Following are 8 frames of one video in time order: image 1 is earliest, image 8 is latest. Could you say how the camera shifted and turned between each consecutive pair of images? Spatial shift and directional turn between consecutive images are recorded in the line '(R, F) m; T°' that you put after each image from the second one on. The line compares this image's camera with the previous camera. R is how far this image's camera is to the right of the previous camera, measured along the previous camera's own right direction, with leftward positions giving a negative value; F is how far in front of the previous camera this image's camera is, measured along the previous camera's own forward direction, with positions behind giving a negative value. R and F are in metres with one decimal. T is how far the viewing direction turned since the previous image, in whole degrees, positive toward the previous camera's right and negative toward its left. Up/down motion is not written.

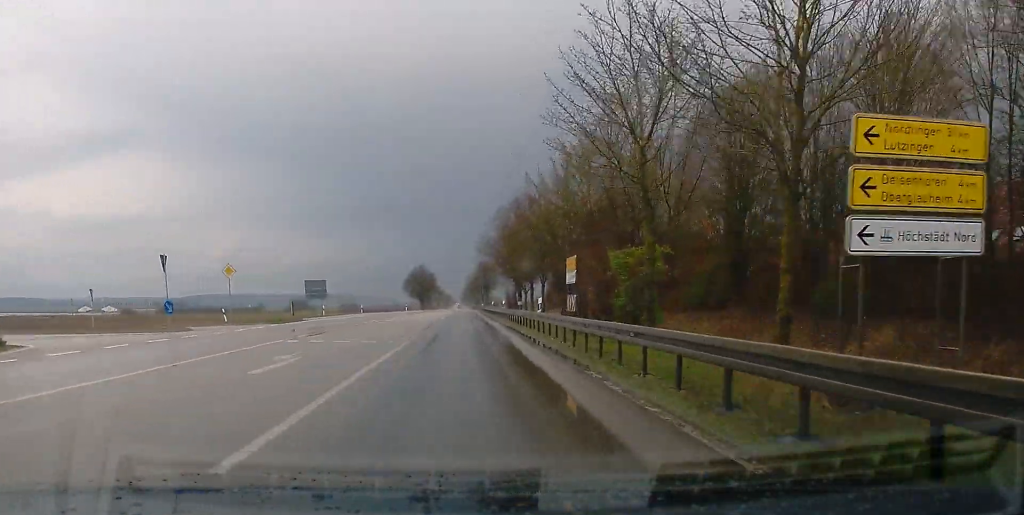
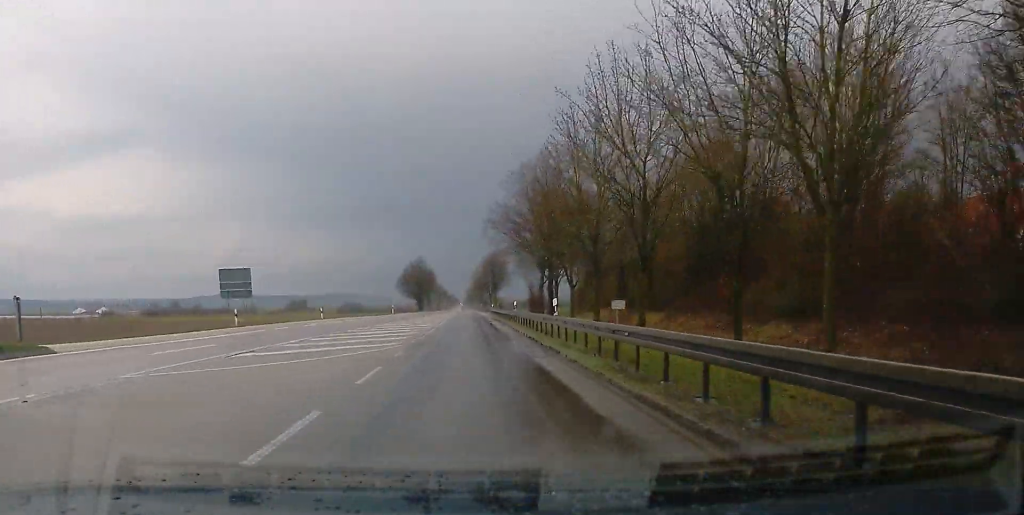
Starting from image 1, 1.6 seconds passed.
(0.0, +32.7) m; 0°
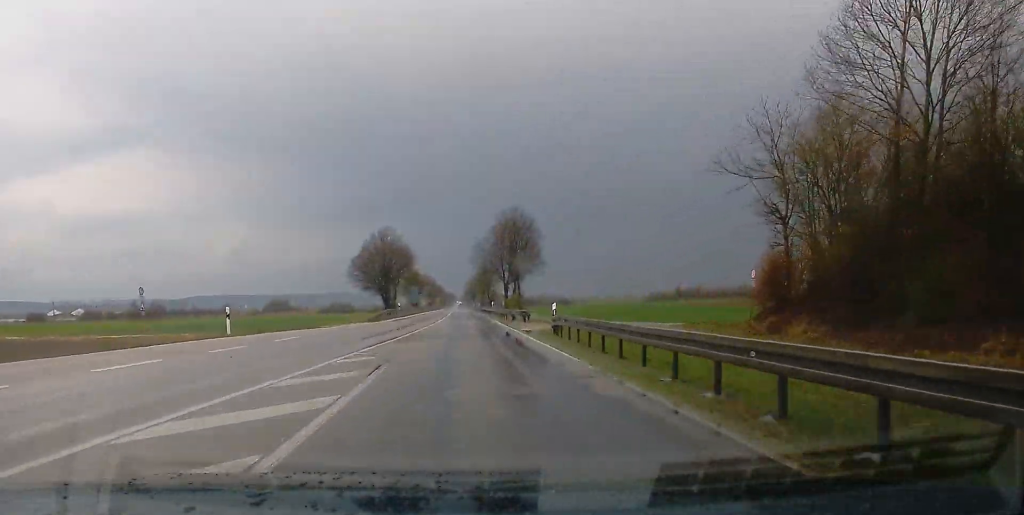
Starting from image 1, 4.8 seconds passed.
(+0.6, +73.0) m; 0°
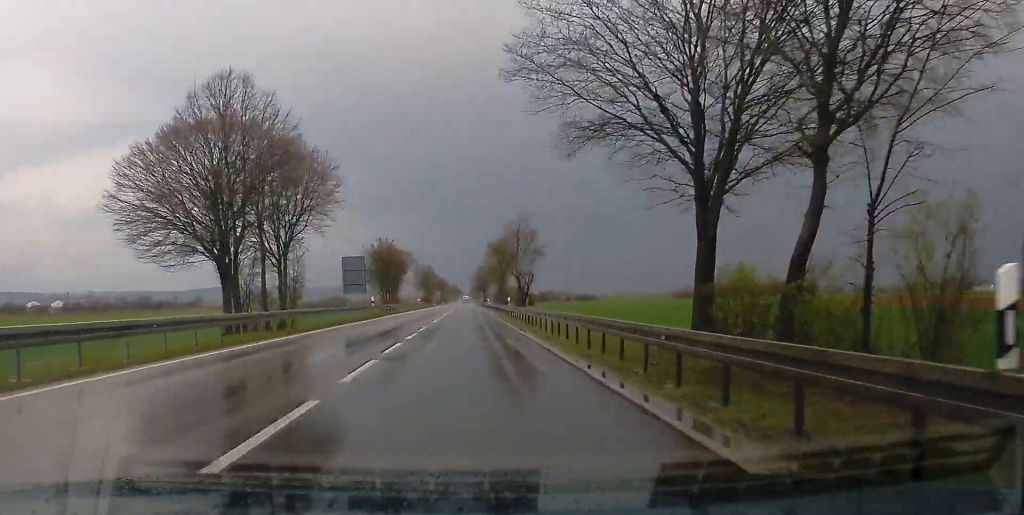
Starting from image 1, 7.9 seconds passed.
(-0.5, +76.5) m; -1°
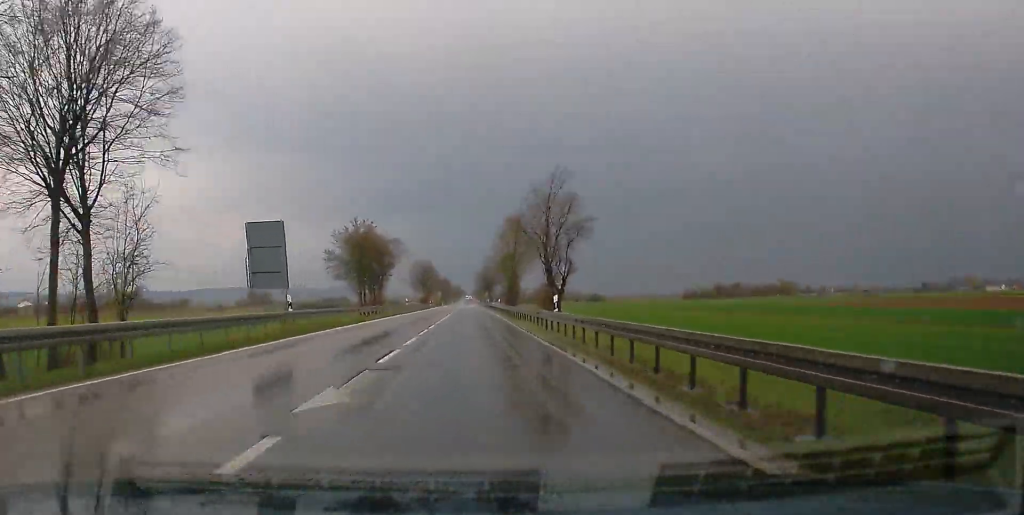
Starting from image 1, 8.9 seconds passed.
(-0.3, +26.8) m; 0°
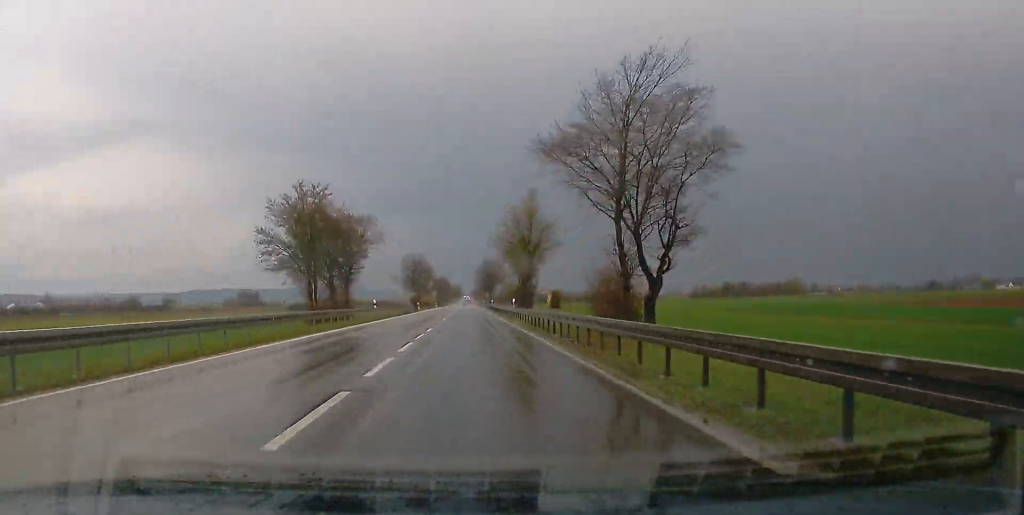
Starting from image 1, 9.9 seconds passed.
(-0.2, +26.9) m; 0°
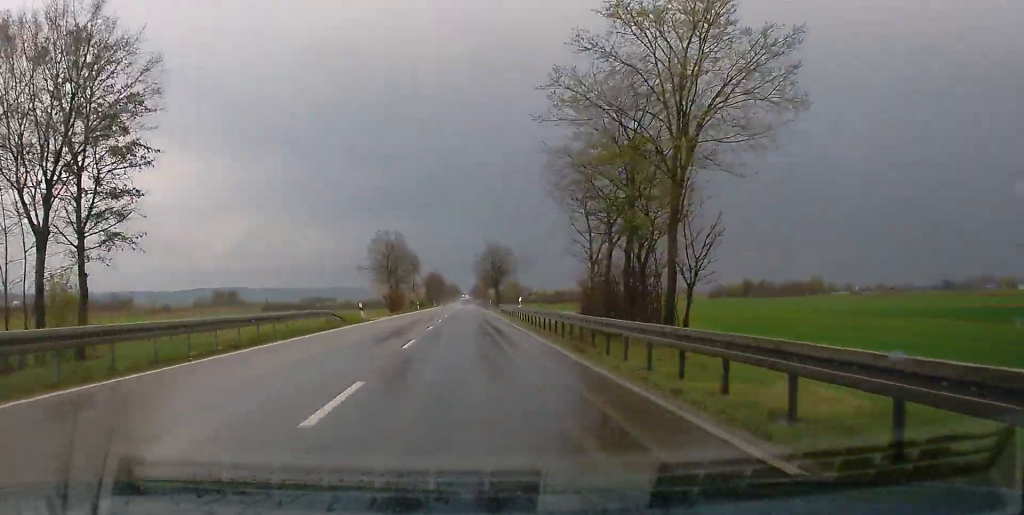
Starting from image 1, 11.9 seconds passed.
(+0.3, +51.0) m; +1°
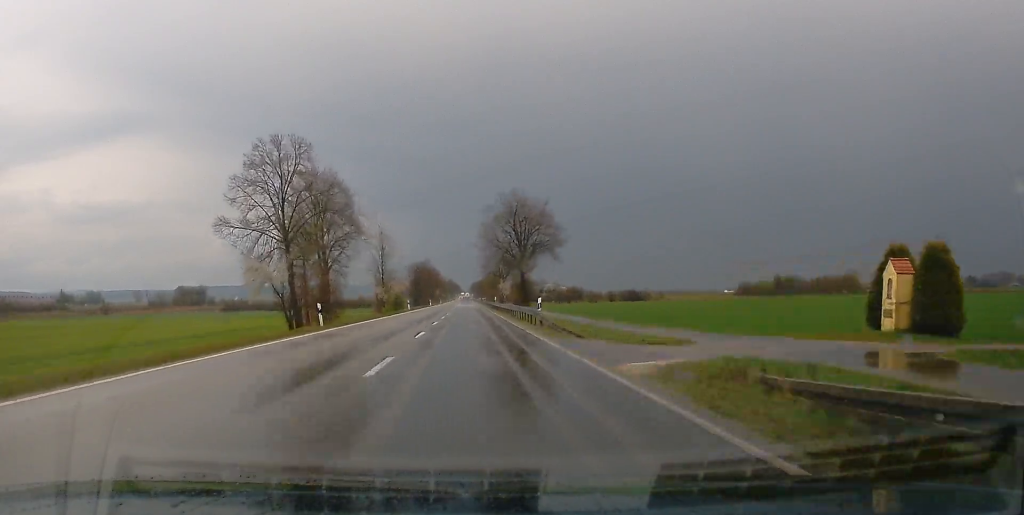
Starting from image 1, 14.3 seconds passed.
(+0.4, +62.8) m; 0°
